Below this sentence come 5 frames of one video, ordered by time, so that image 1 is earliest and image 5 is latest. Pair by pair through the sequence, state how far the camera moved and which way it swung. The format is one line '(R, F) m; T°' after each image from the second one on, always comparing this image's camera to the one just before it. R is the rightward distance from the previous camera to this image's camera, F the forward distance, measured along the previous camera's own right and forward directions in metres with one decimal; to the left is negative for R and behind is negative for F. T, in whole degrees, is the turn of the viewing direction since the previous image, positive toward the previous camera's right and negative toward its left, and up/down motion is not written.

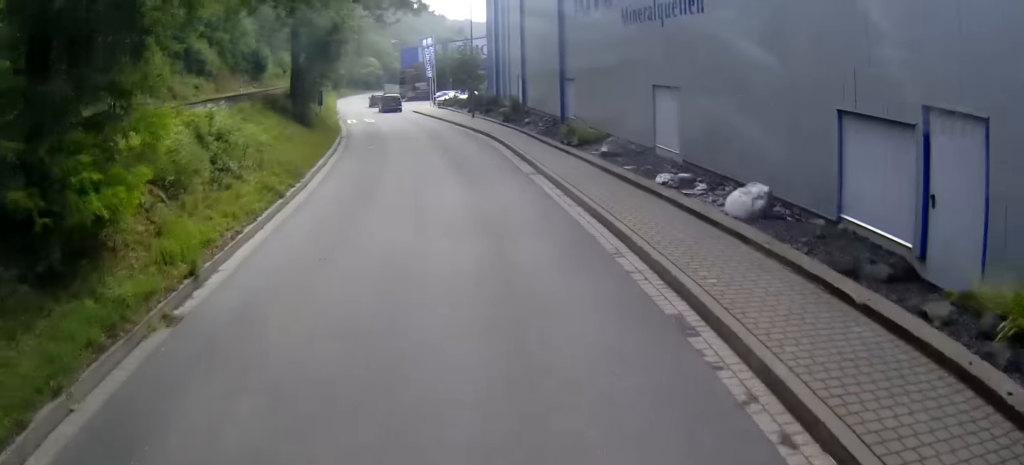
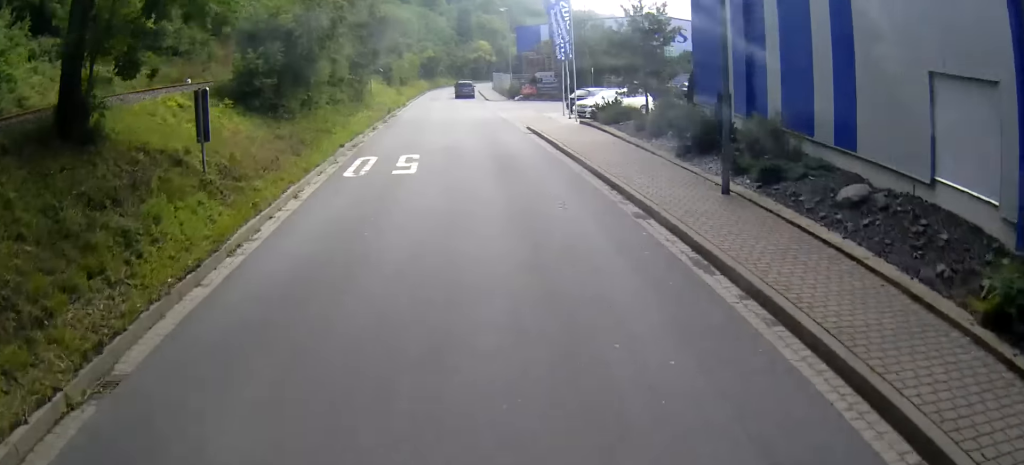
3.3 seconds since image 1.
(-3.2, +32.6) m; -7°
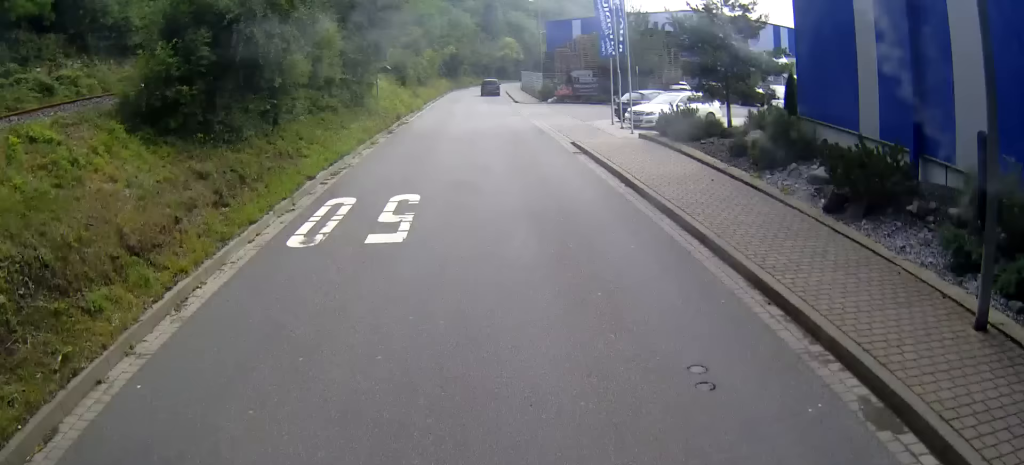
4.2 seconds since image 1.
(+0.2, +7.7) m; +3°
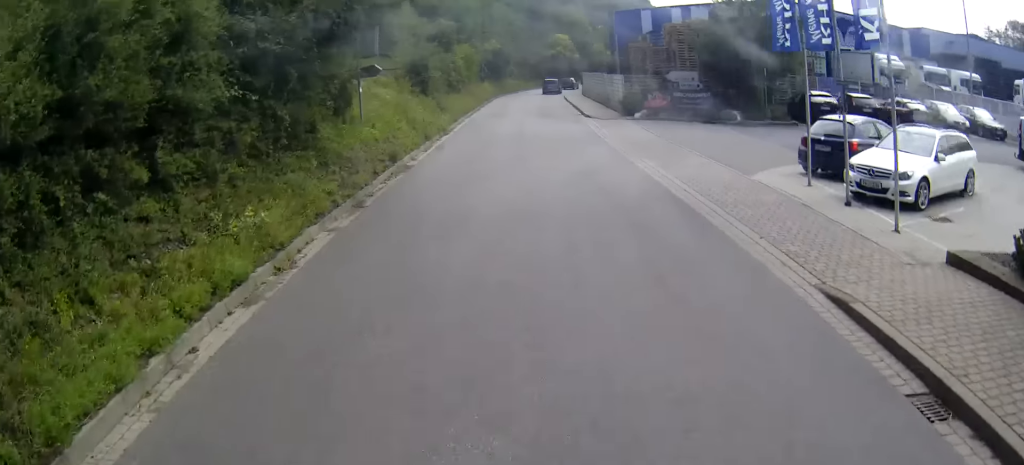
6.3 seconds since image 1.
(+0.8, +17.3) m; -1°
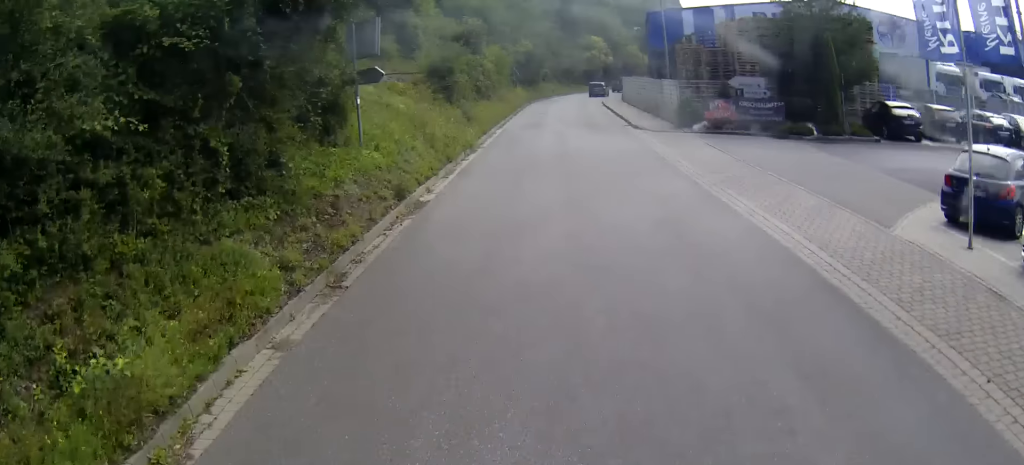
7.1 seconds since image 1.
(-0.3, +5.4) m; -6°
